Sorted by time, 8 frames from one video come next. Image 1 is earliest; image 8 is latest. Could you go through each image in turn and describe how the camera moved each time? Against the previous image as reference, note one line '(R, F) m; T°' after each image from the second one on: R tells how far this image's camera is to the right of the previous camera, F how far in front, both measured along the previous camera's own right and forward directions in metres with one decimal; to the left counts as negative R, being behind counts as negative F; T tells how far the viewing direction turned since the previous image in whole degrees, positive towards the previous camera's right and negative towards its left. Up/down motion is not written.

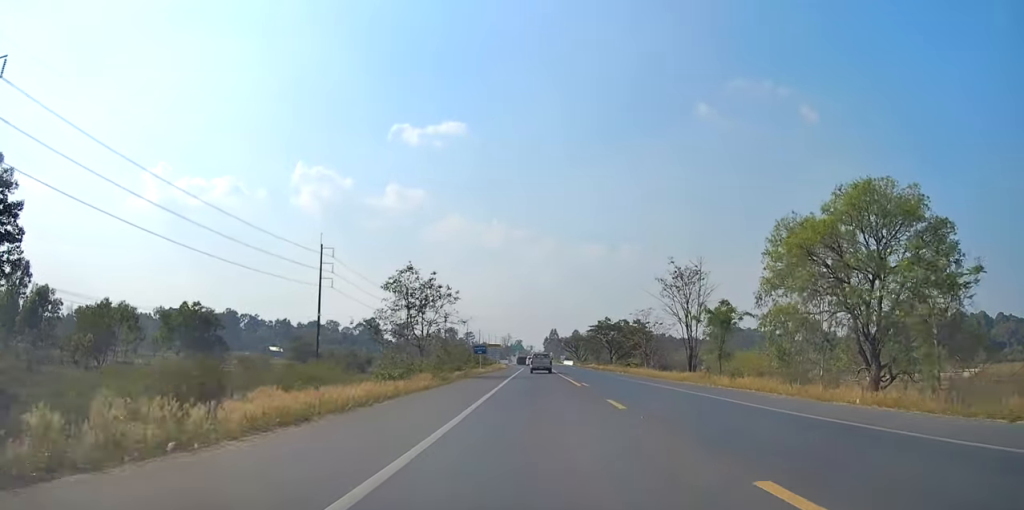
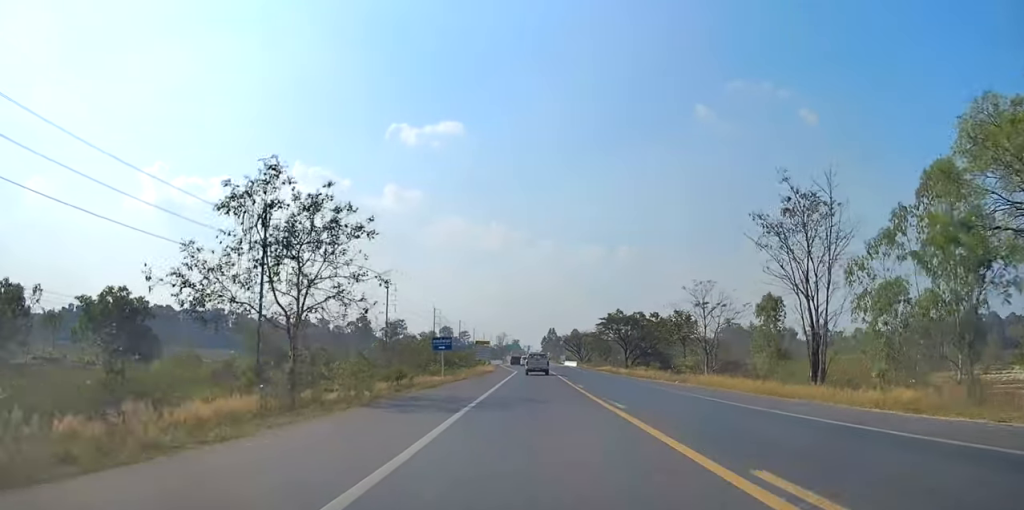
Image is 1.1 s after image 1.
(-0.1, +24.5) m; 0°
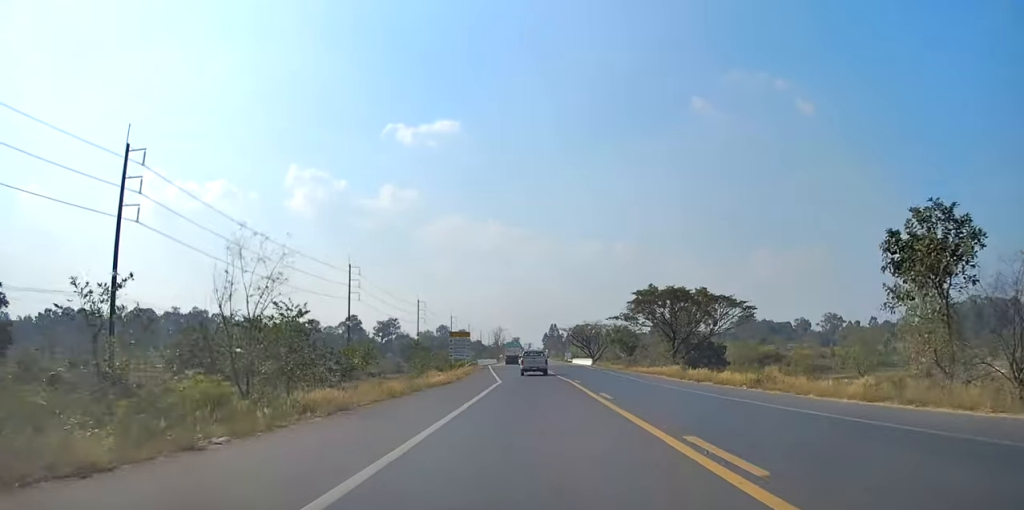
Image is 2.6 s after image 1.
(+0.4, +33.8) m; +1°
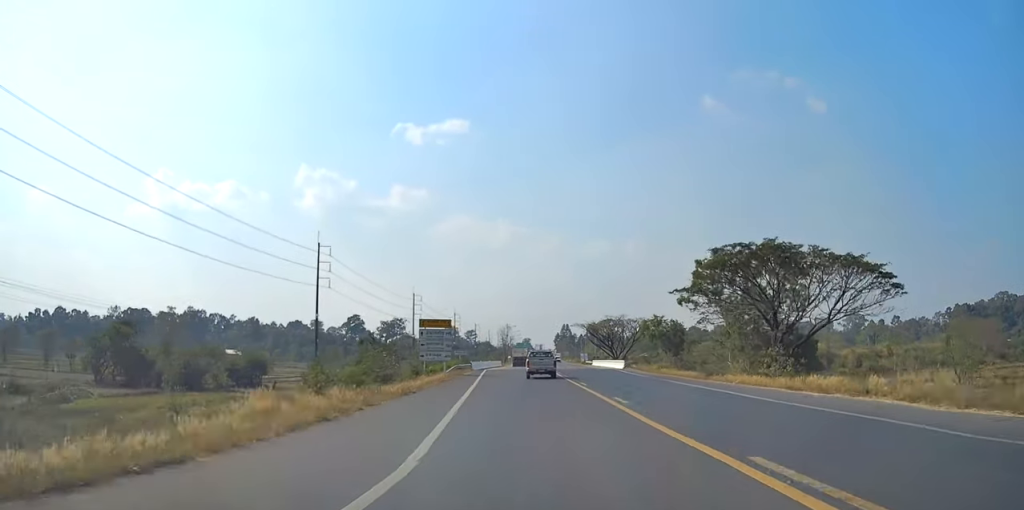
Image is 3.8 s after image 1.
(-0.1, +25.6) m; -1°
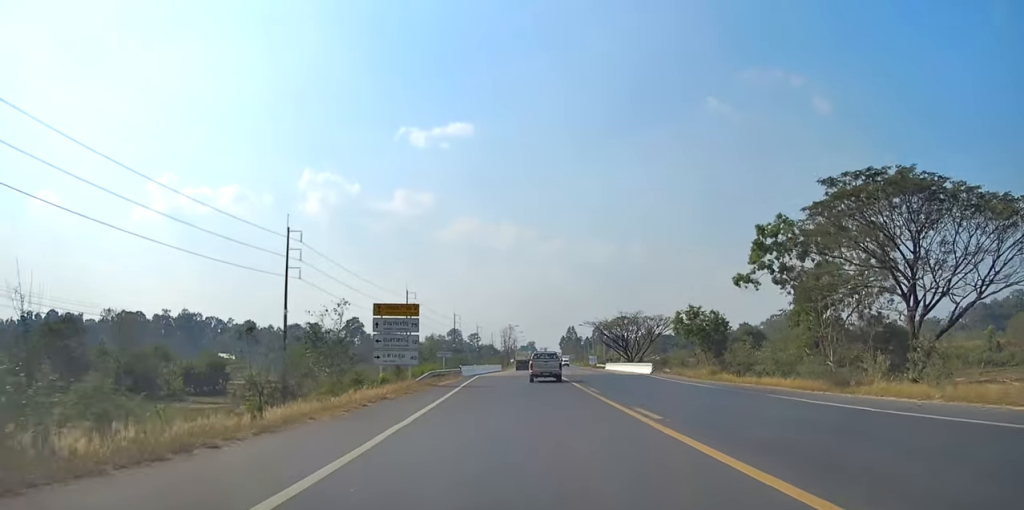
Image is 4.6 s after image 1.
(-0.2, +16.0) m; 0°
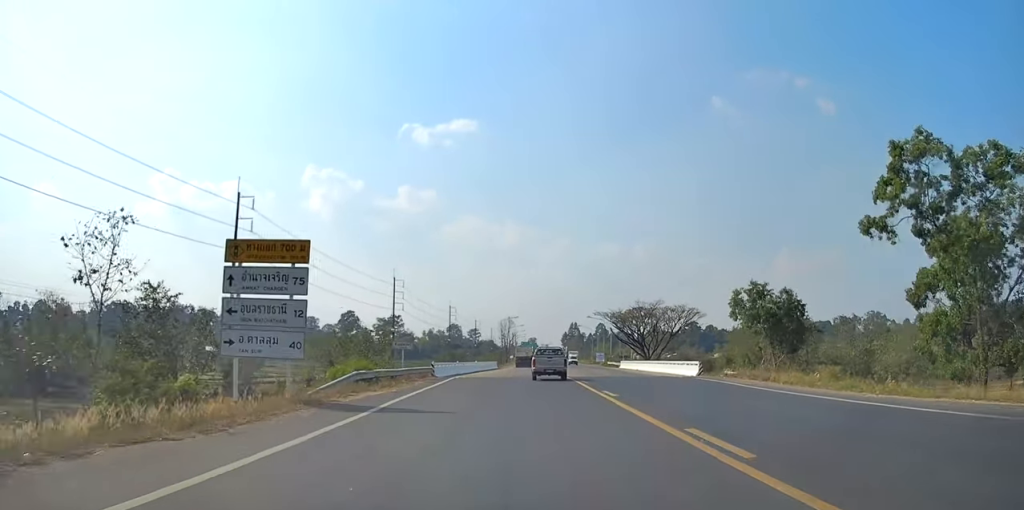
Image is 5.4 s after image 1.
(+0.2, +17.1) m; -1°
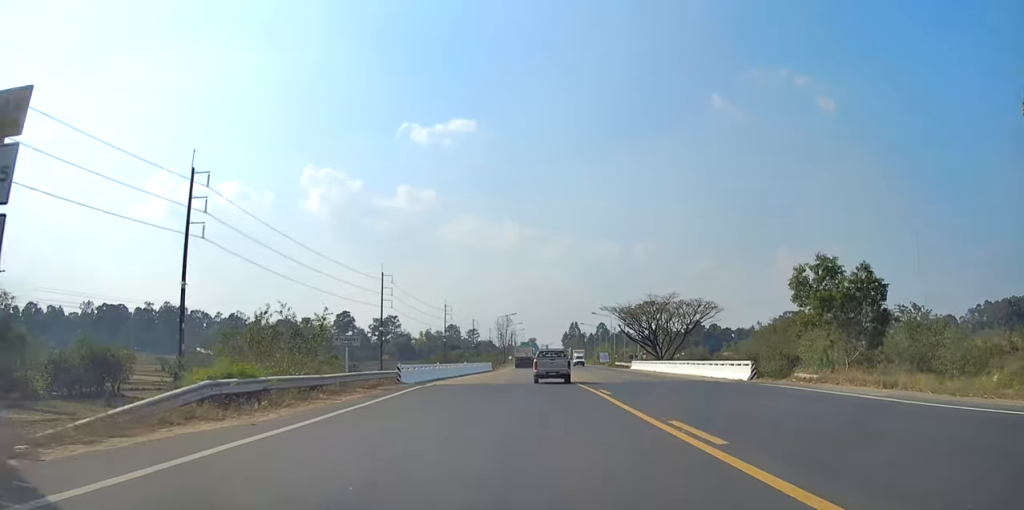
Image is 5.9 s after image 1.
(0.0, +11.1) m; -1°
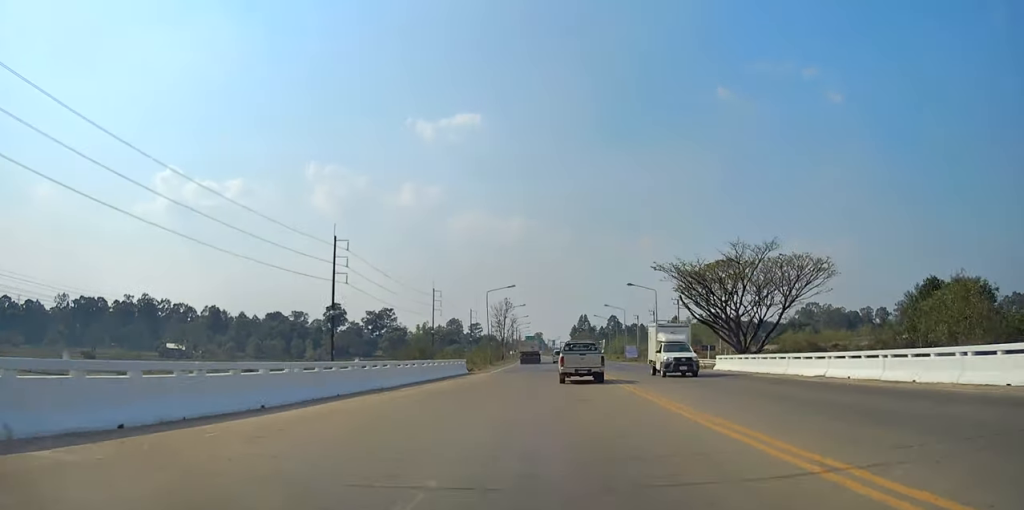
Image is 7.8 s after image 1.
(-0.8, +37.2) m; -1°
